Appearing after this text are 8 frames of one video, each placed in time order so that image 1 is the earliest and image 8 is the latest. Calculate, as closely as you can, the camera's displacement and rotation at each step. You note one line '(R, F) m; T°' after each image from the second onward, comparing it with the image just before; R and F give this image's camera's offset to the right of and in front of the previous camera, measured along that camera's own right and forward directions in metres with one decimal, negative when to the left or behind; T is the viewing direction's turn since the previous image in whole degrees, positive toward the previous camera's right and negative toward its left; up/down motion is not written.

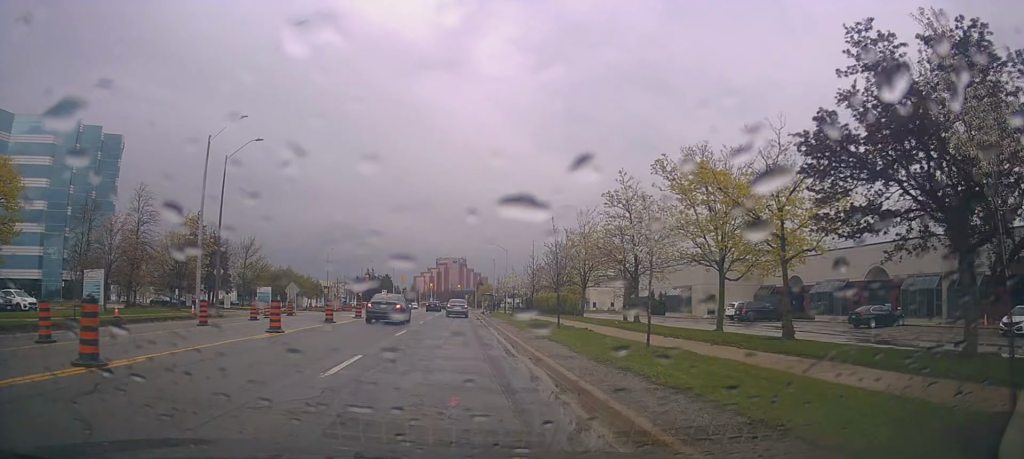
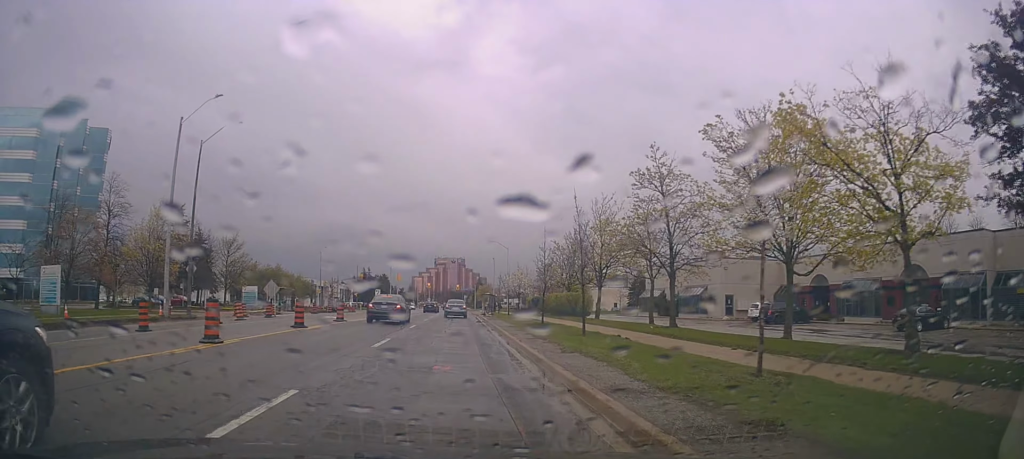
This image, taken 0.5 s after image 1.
(+0.2, +4.8) m; -1°
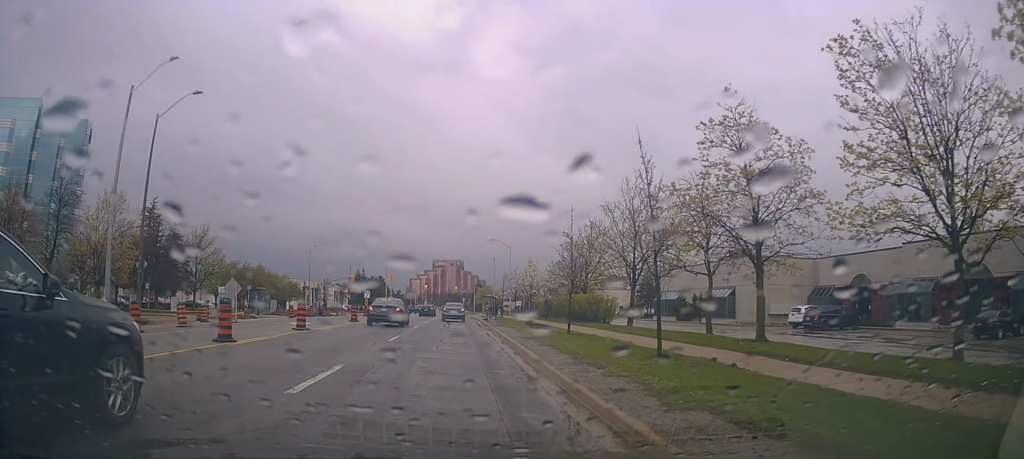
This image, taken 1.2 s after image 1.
(-0.4, +6.7) m; -1°
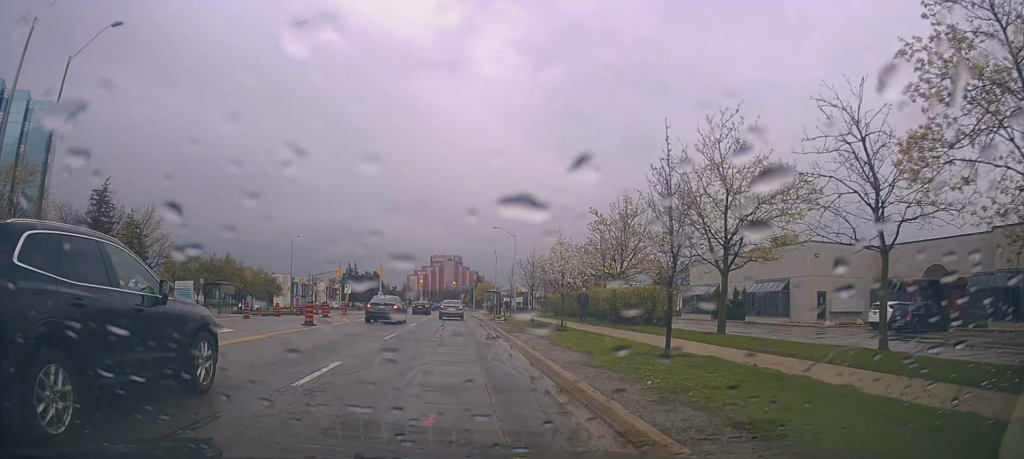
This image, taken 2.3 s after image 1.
(+0.1, +10.4) m; +1°
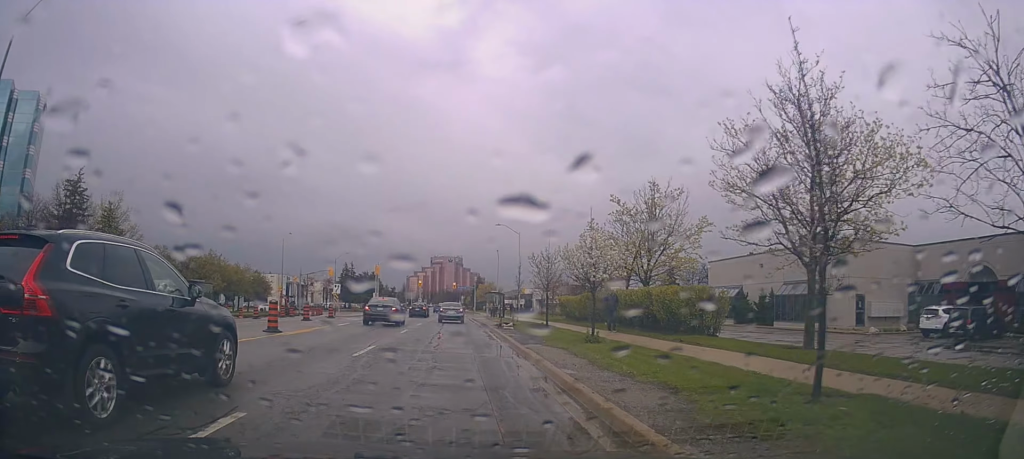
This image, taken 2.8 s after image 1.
(0.0, +4.8) m; 0°
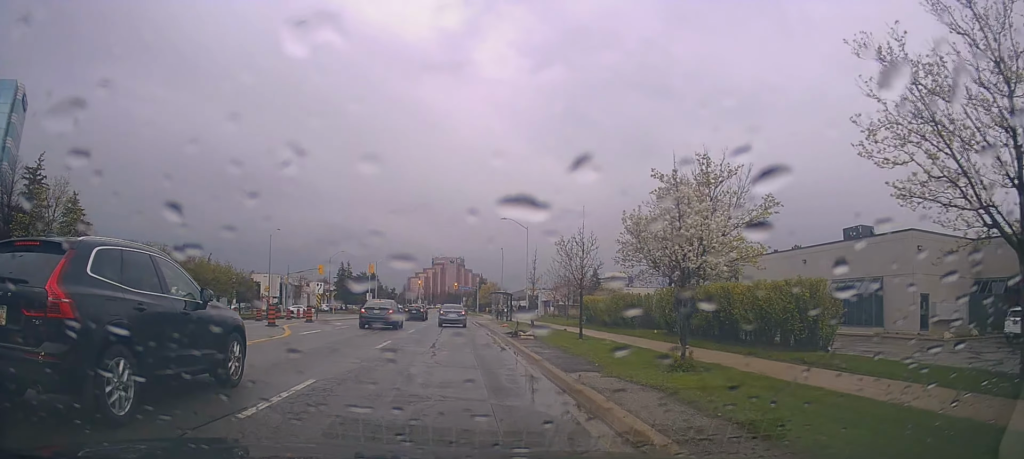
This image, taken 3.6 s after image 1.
(0.0, +6.7) m; 0°
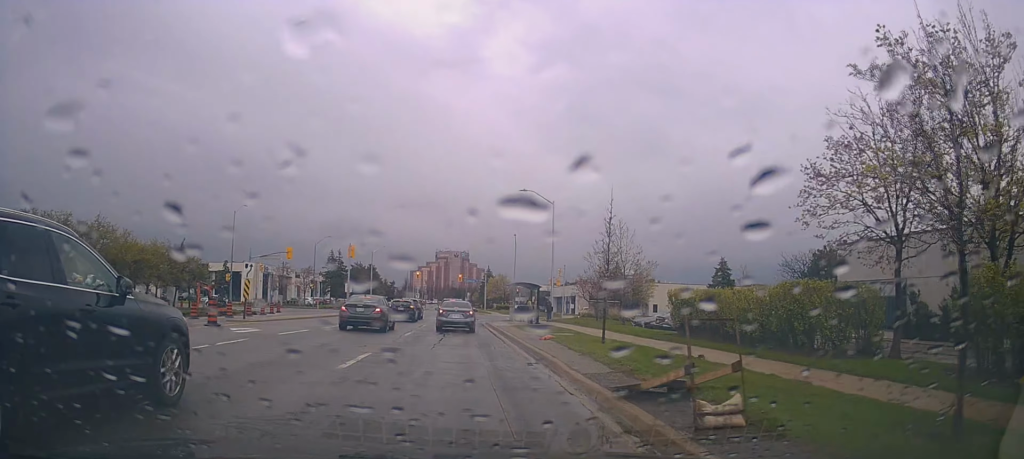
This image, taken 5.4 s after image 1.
(-0.5, +14.5) m; -4°
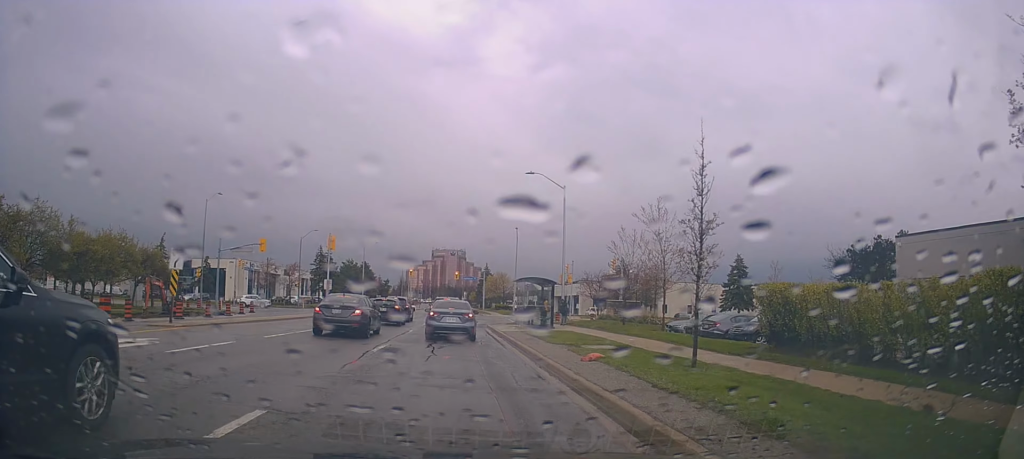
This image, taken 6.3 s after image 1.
(0.0, +7.2) m; +2°
